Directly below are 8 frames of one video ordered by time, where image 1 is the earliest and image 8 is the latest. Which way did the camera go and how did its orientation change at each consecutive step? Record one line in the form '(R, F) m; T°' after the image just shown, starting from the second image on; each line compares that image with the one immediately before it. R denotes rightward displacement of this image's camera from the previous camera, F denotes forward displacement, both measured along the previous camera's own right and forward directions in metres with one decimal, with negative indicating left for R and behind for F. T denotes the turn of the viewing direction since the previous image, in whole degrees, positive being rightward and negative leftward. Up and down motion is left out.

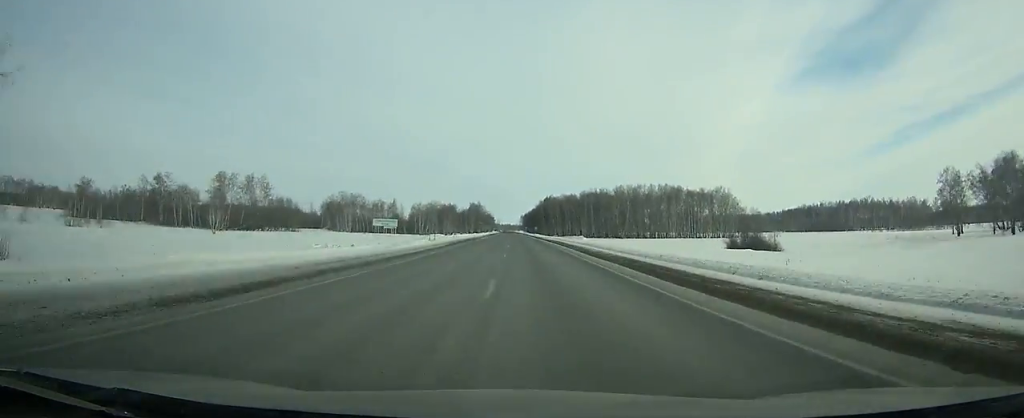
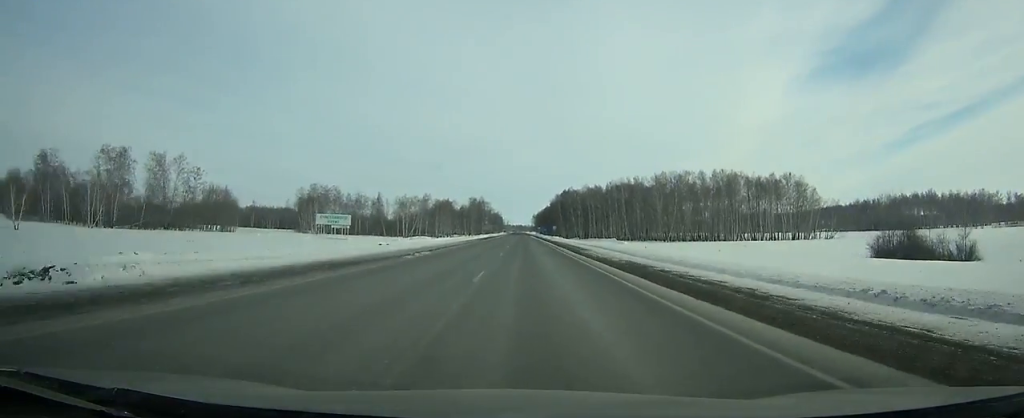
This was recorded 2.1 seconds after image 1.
(-0.6, +61.0) m; -1°
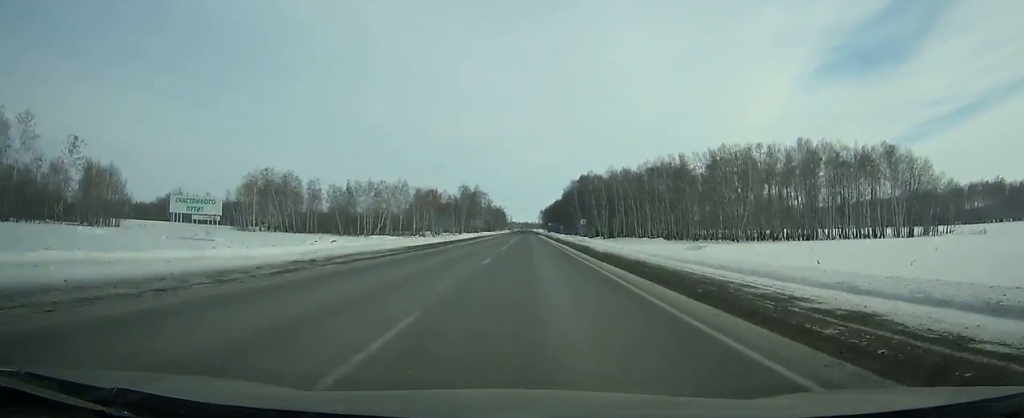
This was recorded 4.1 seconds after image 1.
(-0.5, +57.7) m; -1°
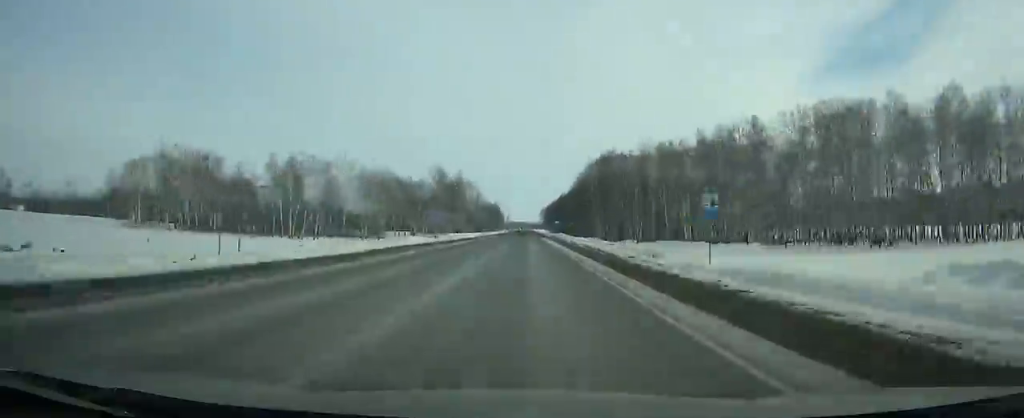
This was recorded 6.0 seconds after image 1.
(-0.2, +54.4) m; 0°
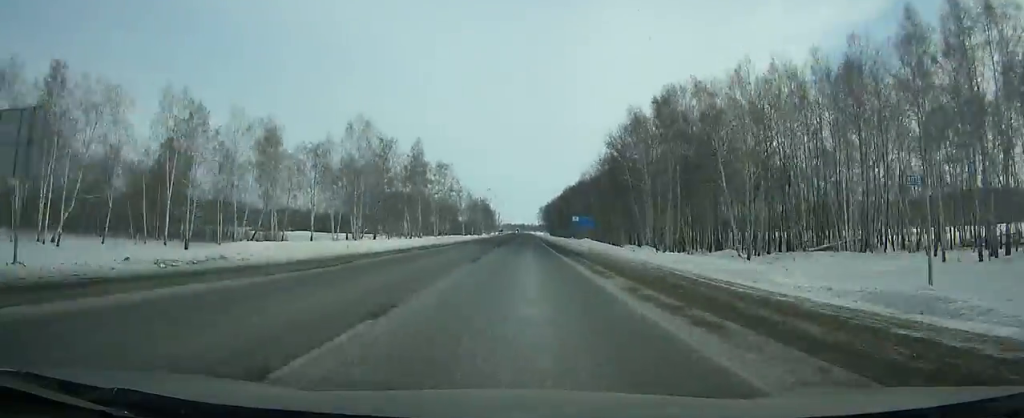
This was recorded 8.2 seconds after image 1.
(-0.1, +62.3) m; 0°
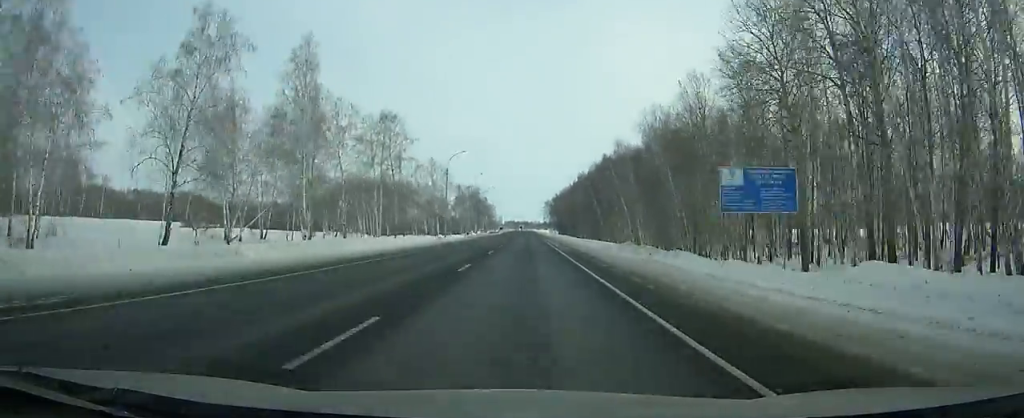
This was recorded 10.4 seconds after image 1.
(+0.3, +61.5) m; 0°
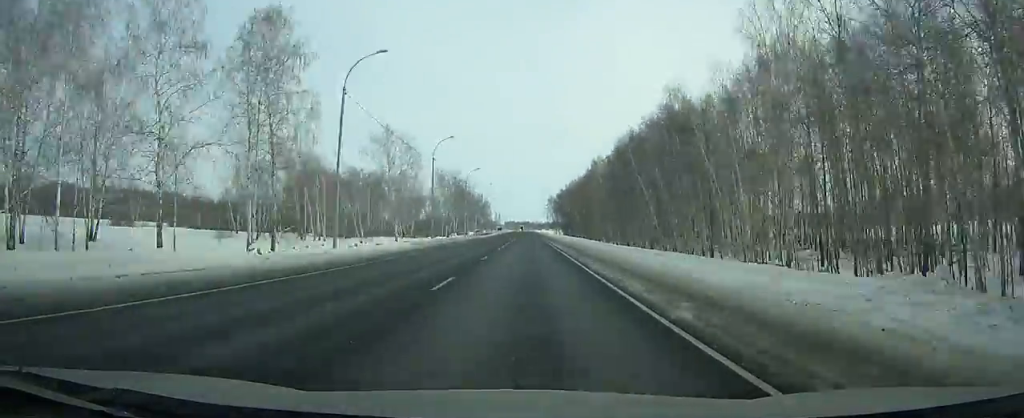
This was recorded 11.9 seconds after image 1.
(+0.1, +41.7) m; 0°
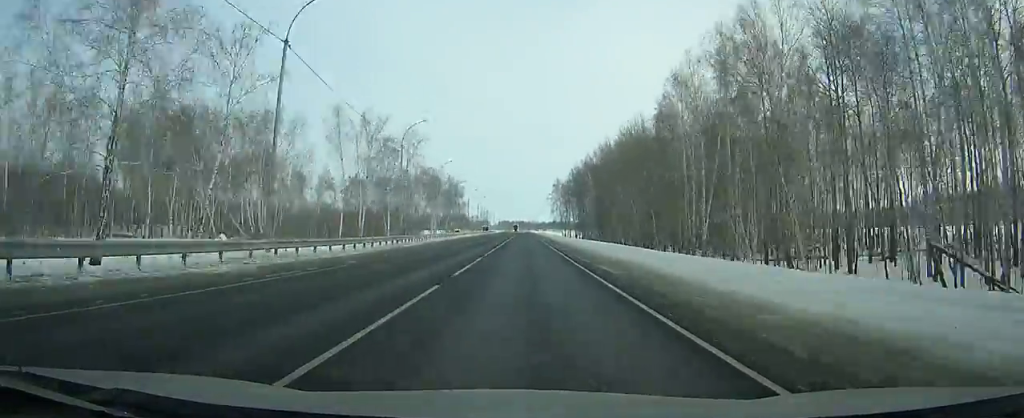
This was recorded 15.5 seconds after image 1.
(-0.1, +99.5) m; 0°
